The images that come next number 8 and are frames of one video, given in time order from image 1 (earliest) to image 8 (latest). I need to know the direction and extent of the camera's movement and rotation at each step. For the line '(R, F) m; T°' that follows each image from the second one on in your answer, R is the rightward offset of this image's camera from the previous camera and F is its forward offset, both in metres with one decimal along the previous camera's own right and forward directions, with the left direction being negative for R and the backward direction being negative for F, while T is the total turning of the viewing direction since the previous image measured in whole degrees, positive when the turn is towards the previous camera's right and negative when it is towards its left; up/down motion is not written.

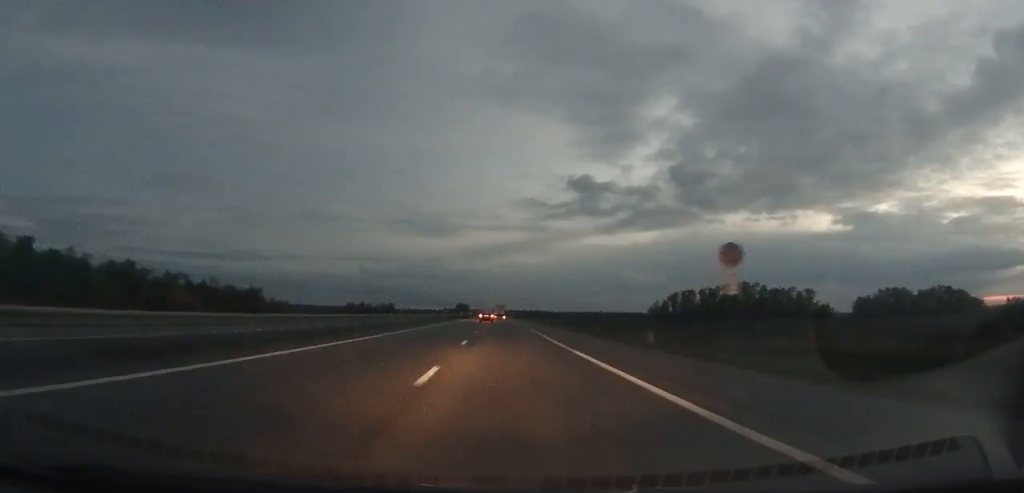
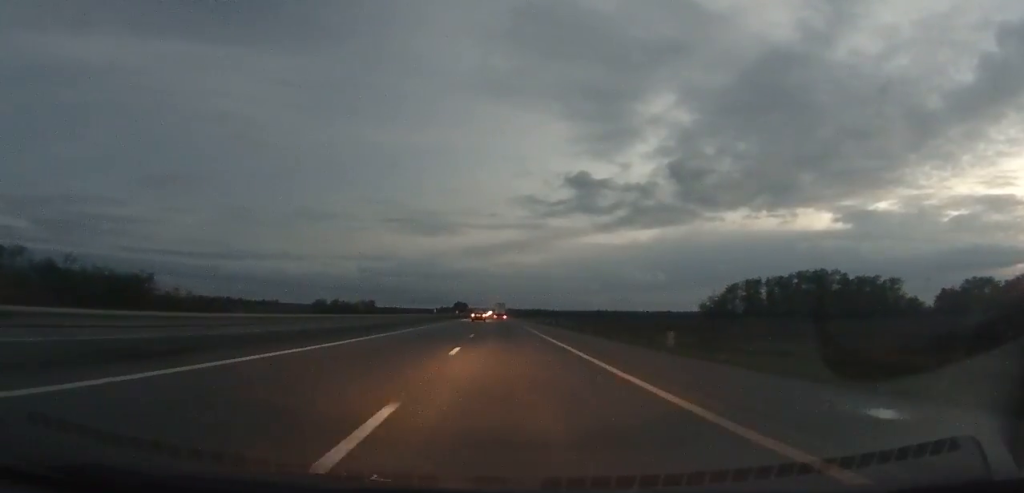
(0.0, +52.9) m; 0°
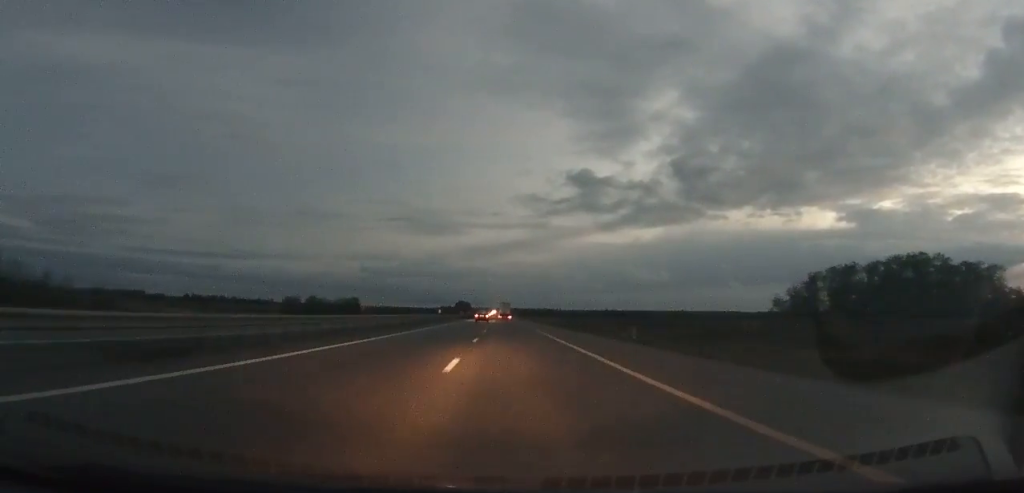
(+0.1, +41.5) m; 0°
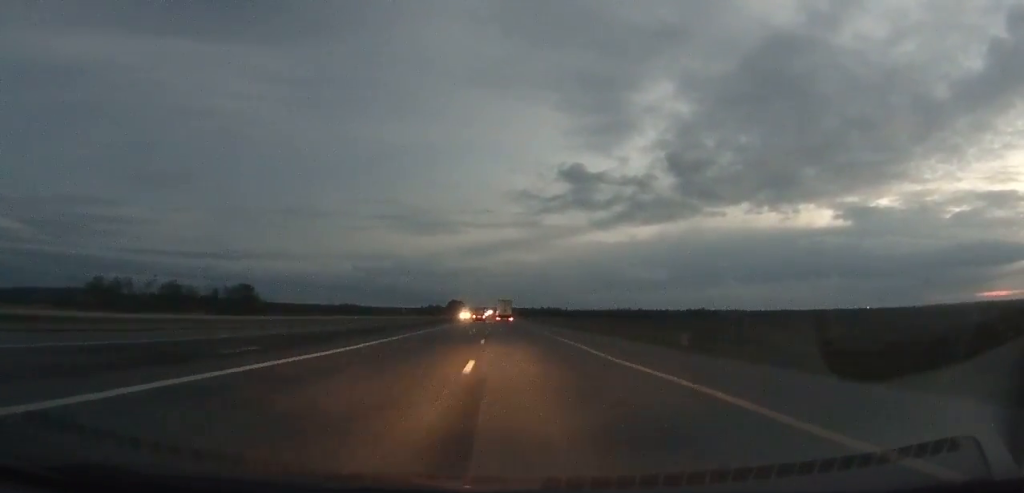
(0.0, +104.0) m; 0°
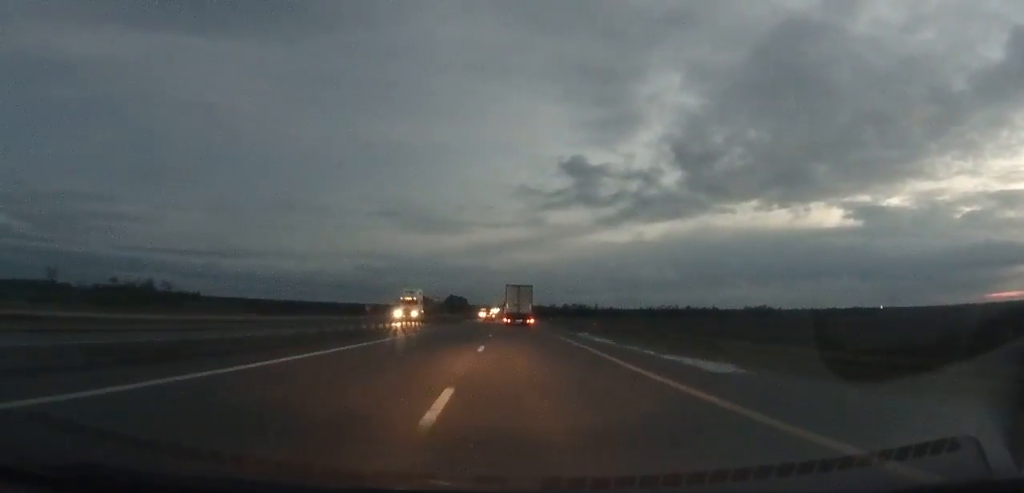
(0.0, +159.6) m; 0°
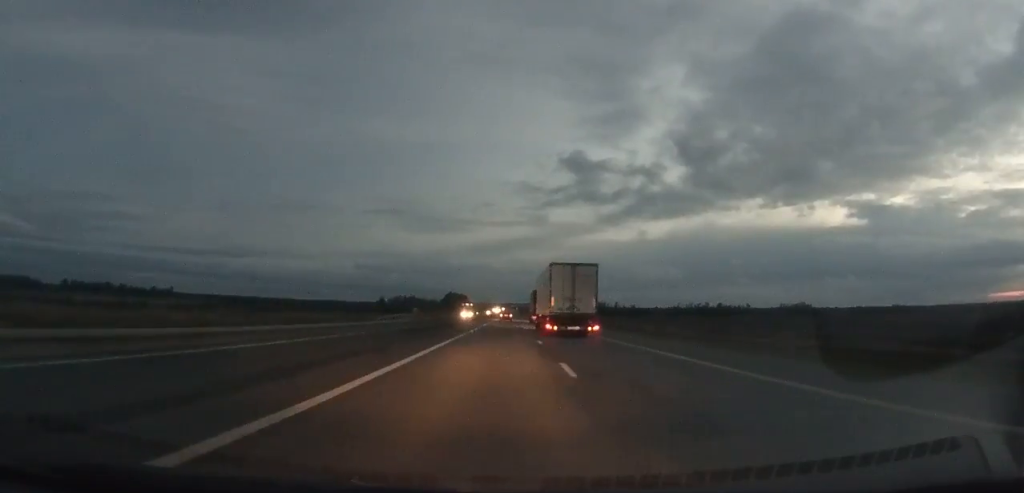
(-0.4, +75.3) m; 0°
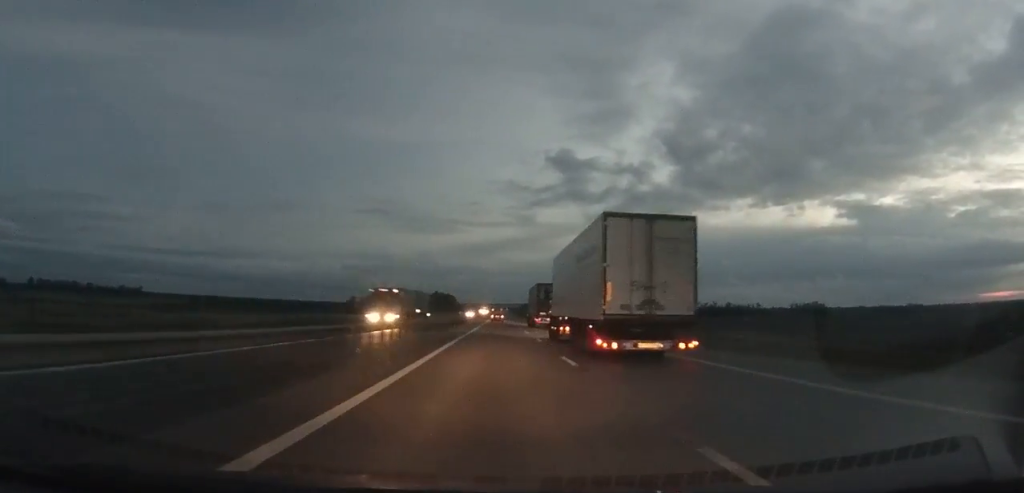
(-0.4, +43.0) m; 0°
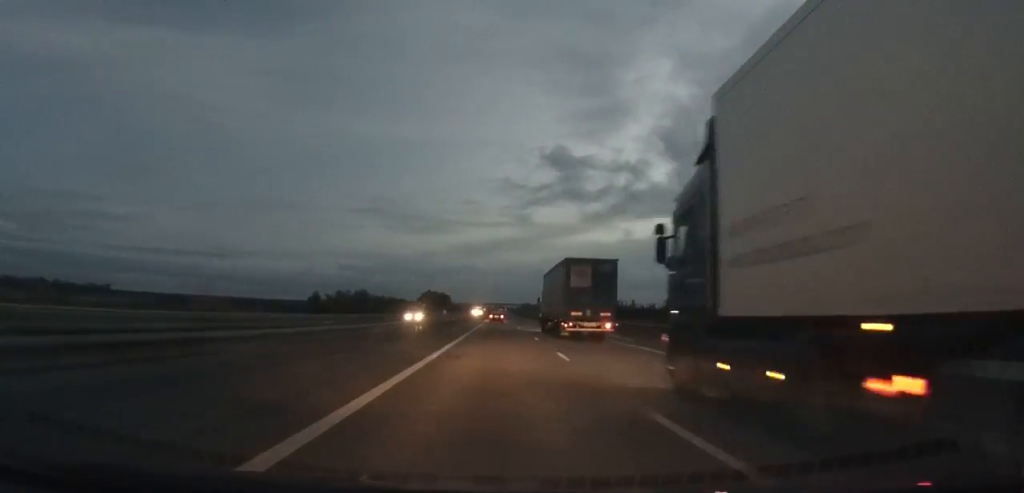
(+0.5, +56.8) m; 0°
